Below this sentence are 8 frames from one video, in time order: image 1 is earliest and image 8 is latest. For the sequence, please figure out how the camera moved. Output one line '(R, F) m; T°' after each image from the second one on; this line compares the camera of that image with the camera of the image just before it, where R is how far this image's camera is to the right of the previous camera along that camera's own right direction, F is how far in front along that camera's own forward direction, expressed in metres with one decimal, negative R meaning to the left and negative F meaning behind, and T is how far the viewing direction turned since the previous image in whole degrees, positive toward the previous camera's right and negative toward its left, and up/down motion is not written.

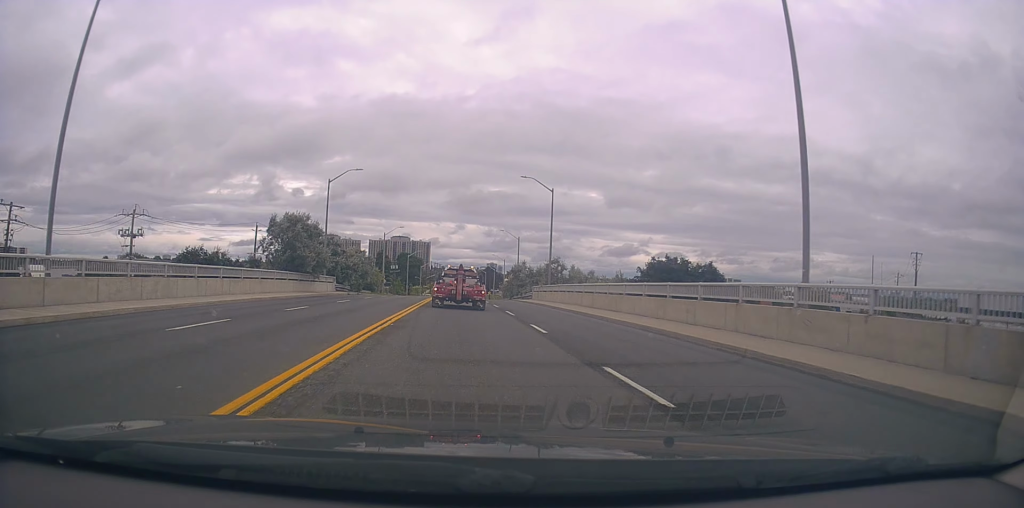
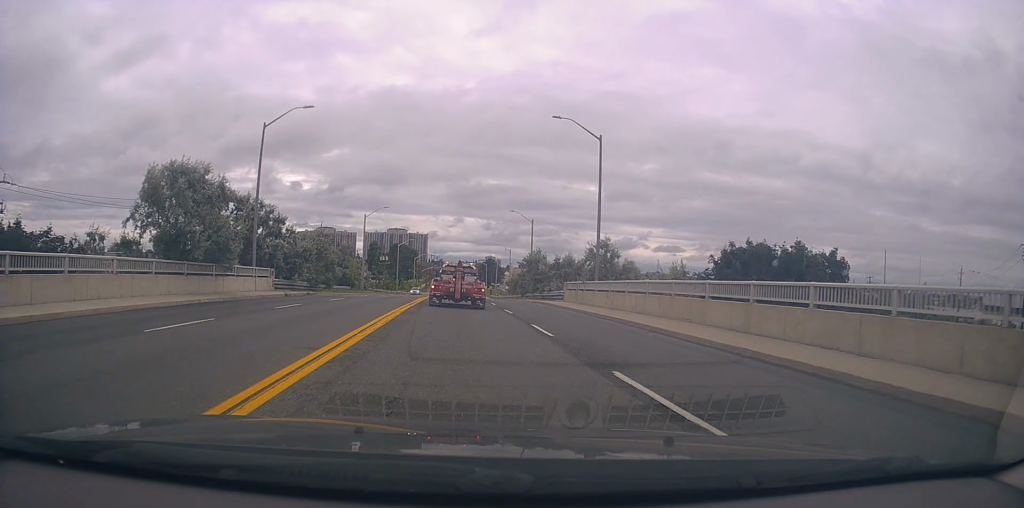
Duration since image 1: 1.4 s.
(0.0, +18.9) m; +2°
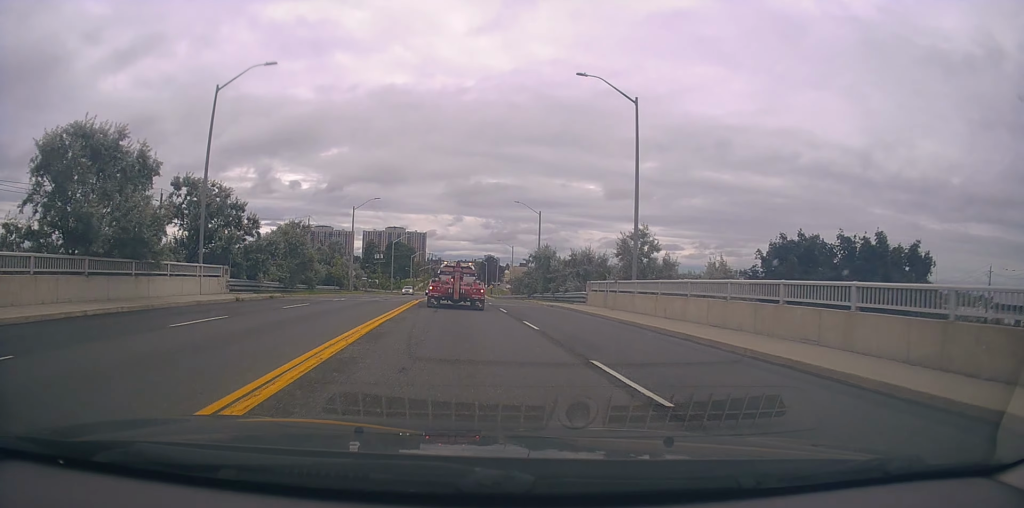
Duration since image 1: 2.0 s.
(+0.2, +7.7) m; 0°
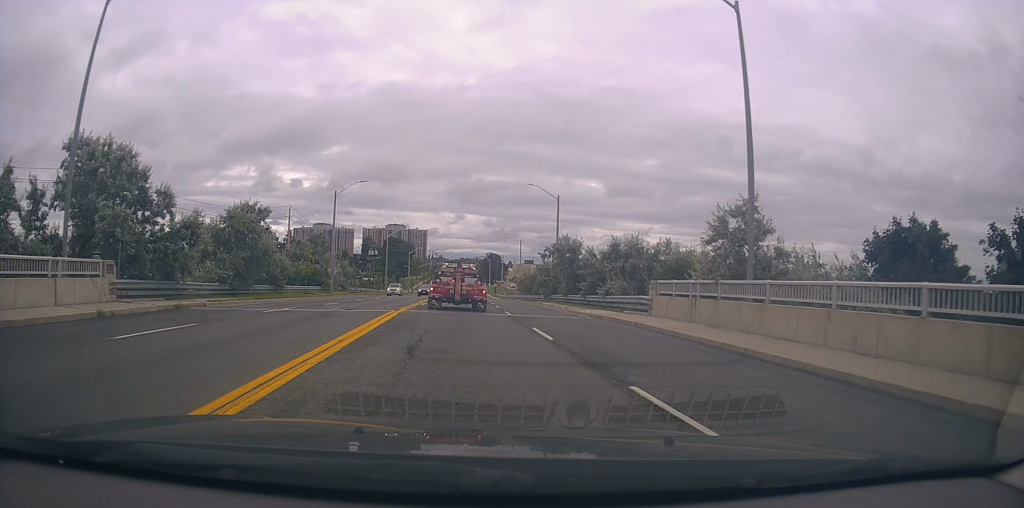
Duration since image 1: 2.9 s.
(+0.1, +11.4) m; 0°
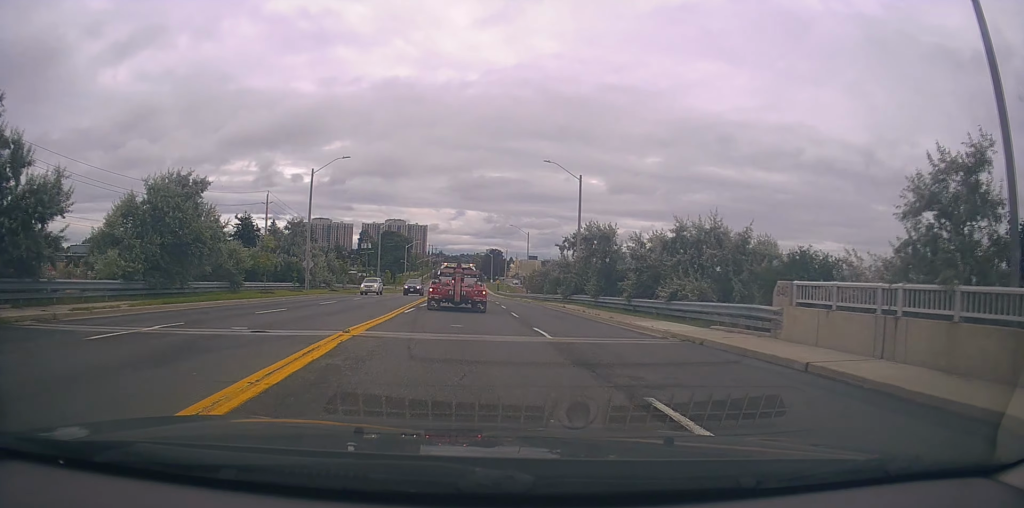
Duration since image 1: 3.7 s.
(-0.2, +10.0) m; -1°
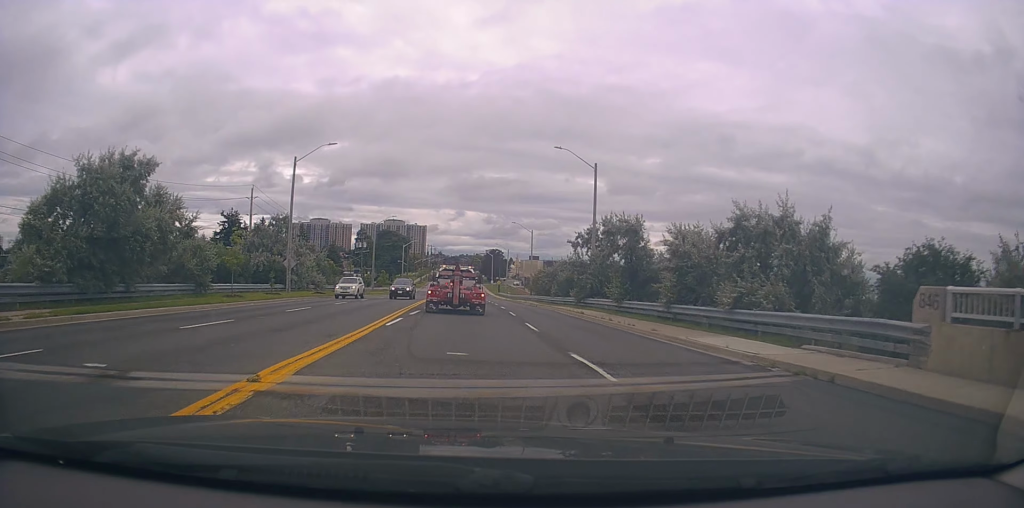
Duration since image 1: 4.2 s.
(+0.1, +5.3) m; 0°
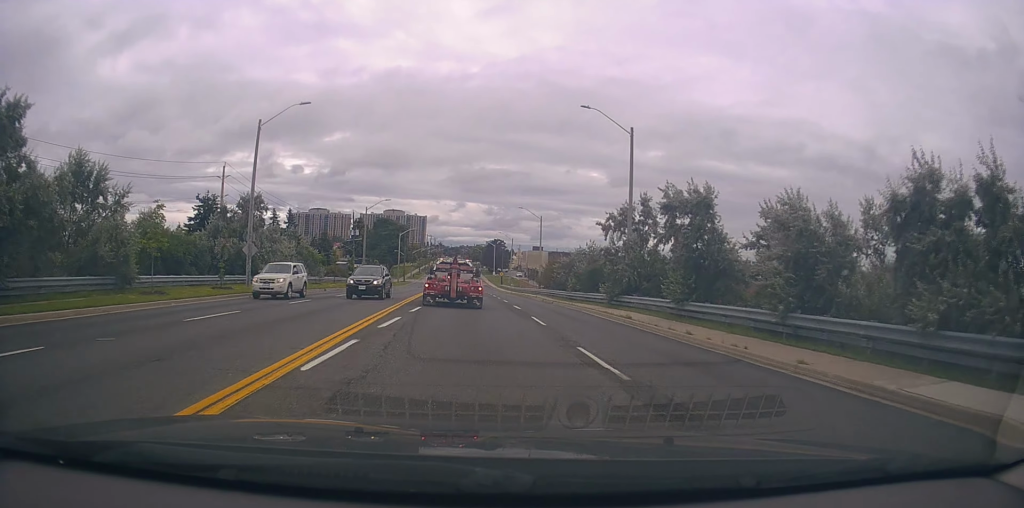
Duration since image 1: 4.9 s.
(0.0, +8.5) m; 0°
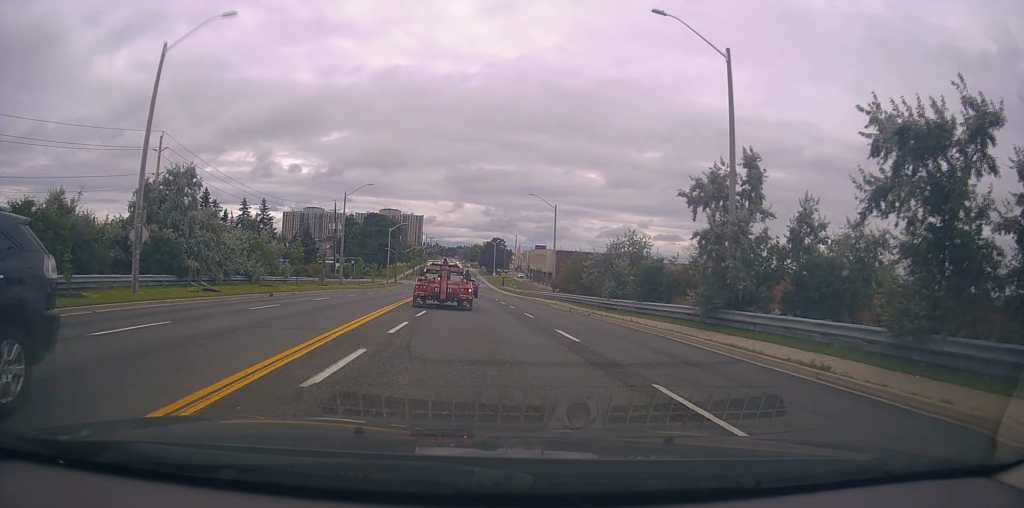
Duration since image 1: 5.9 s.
(-0.1, +12.9) m; +1°
